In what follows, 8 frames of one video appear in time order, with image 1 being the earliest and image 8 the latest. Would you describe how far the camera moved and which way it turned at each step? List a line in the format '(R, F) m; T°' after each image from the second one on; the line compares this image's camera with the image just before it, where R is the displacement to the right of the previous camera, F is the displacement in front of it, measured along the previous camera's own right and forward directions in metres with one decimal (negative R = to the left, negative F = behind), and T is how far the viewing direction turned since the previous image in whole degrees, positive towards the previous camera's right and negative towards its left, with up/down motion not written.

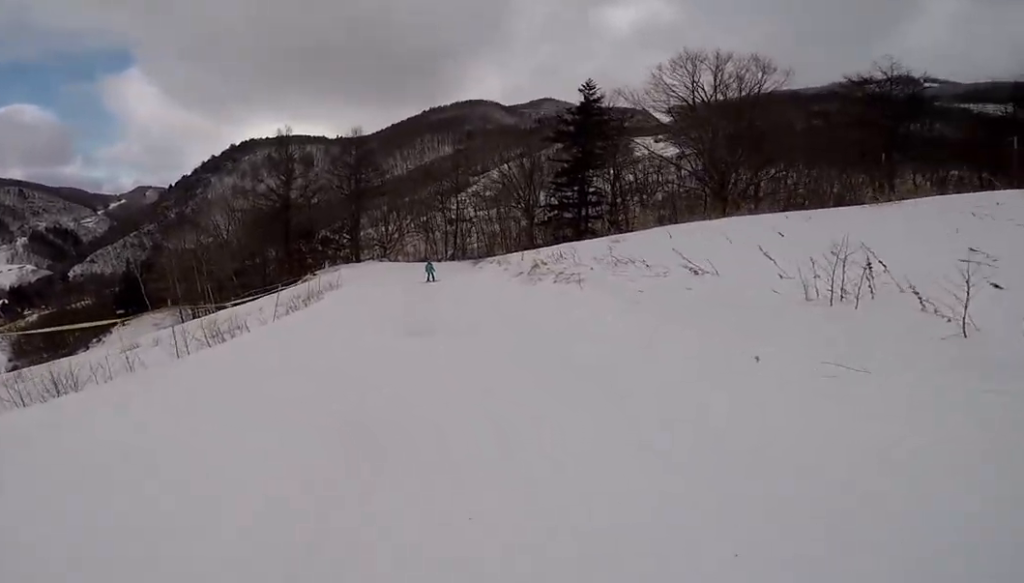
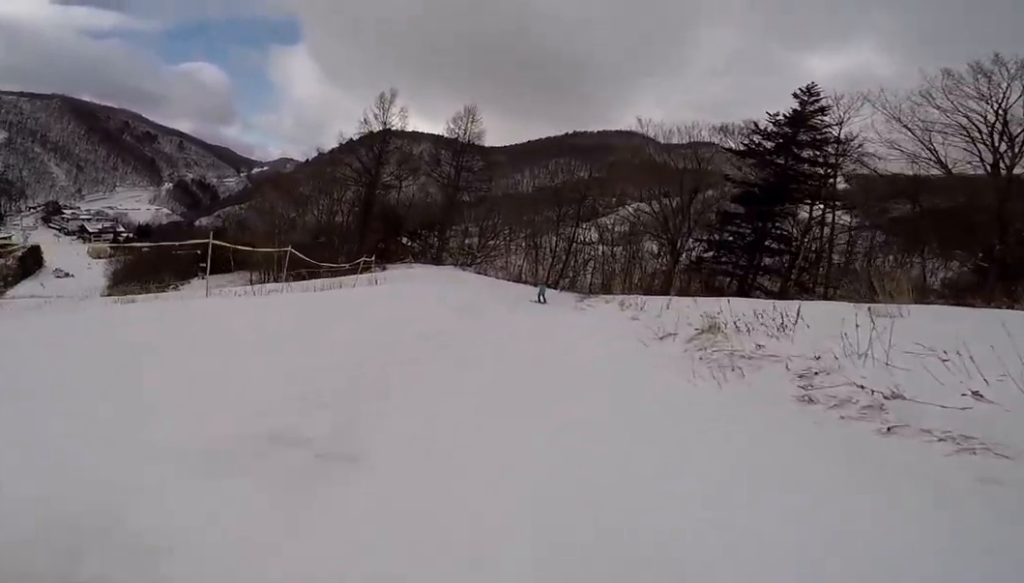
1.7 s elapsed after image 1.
(+1.0, +9.6) m; -1°
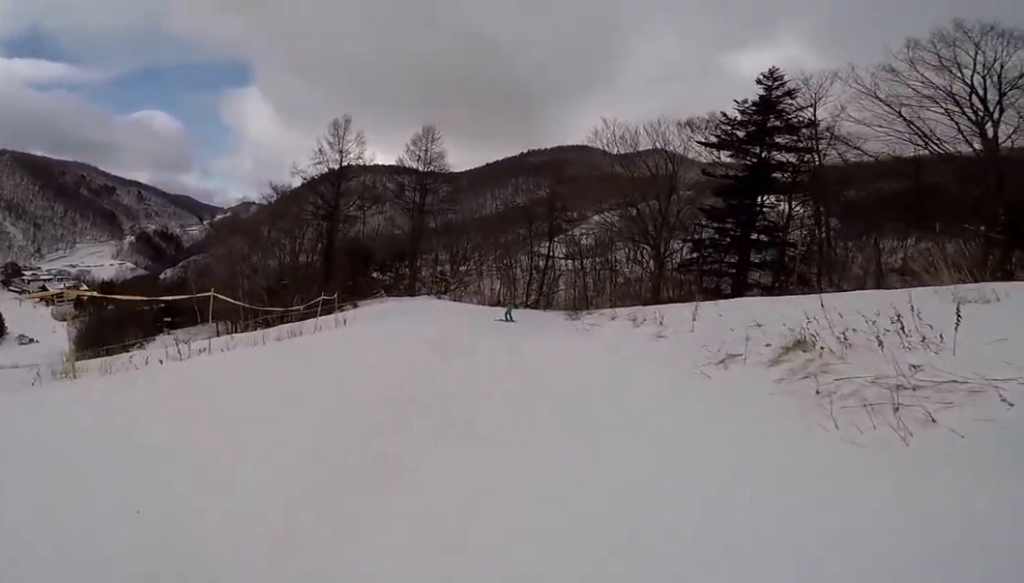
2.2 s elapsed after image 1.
(-0.1, +2.8) m; +2°
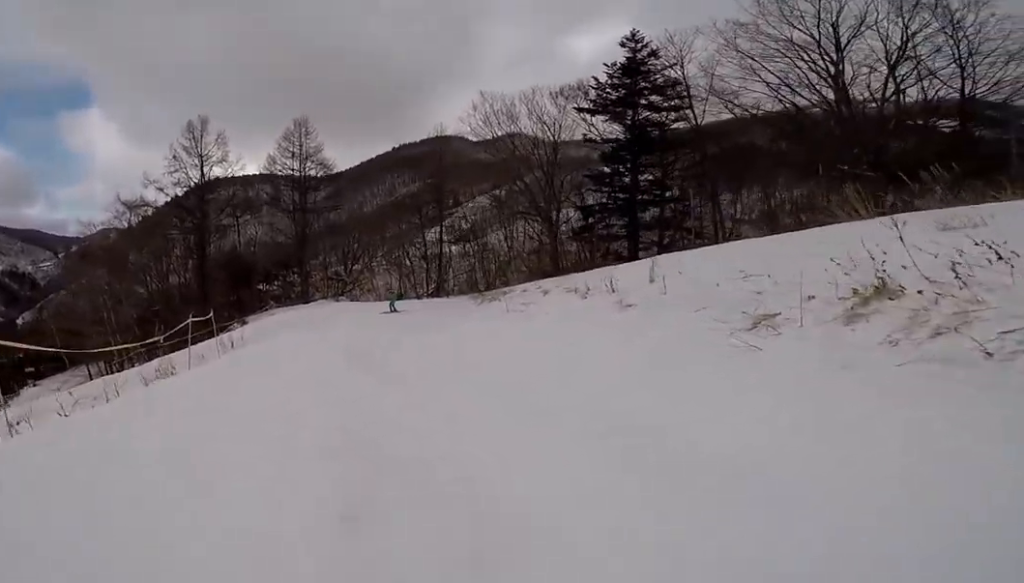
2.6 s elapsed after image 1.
(-0.2, +2.7) m; +3°
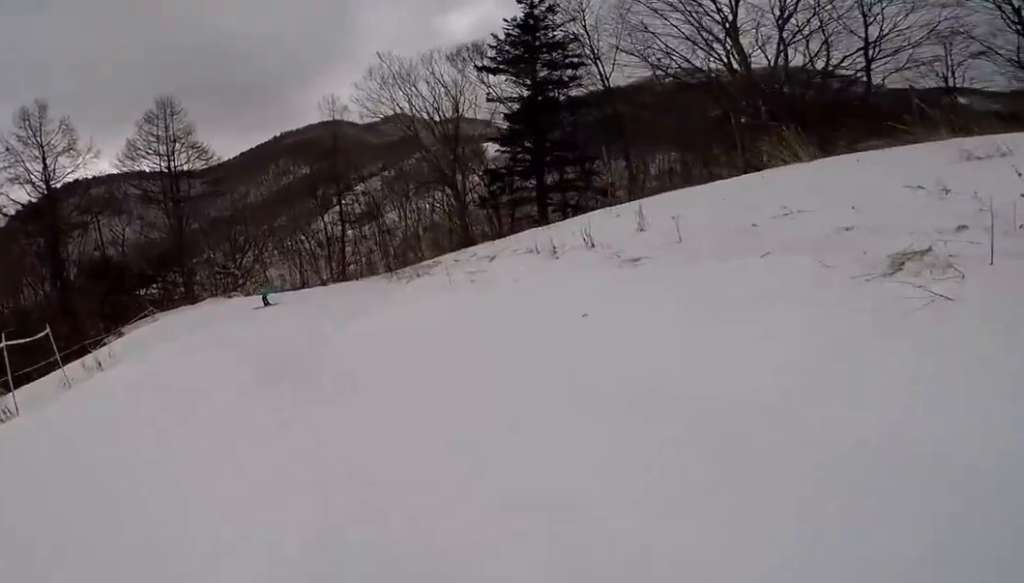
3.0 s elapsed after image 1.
(+0.1, +2.7) m; +2°
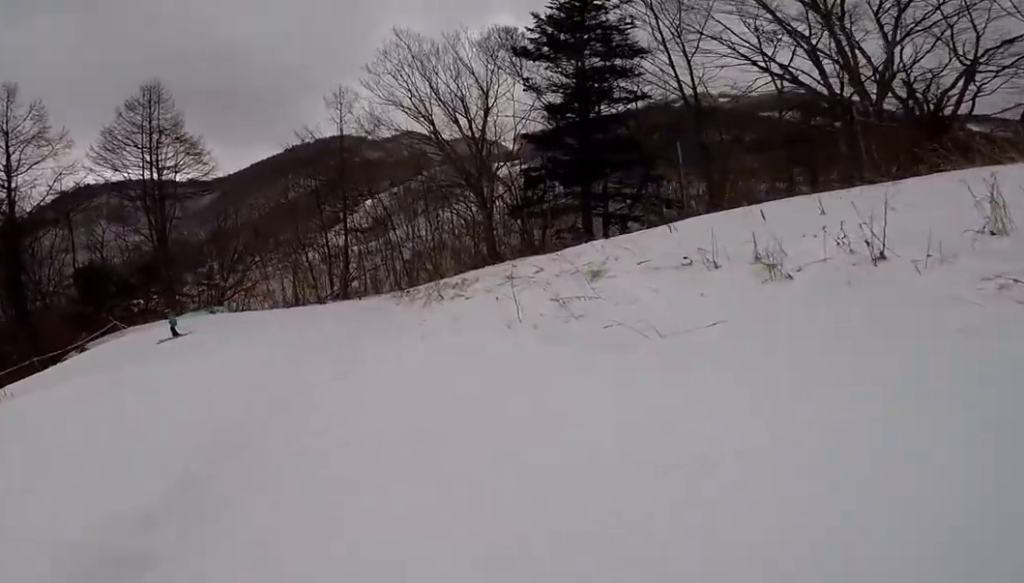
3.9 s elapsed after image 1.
(+0.6, +5.0) m; +2°
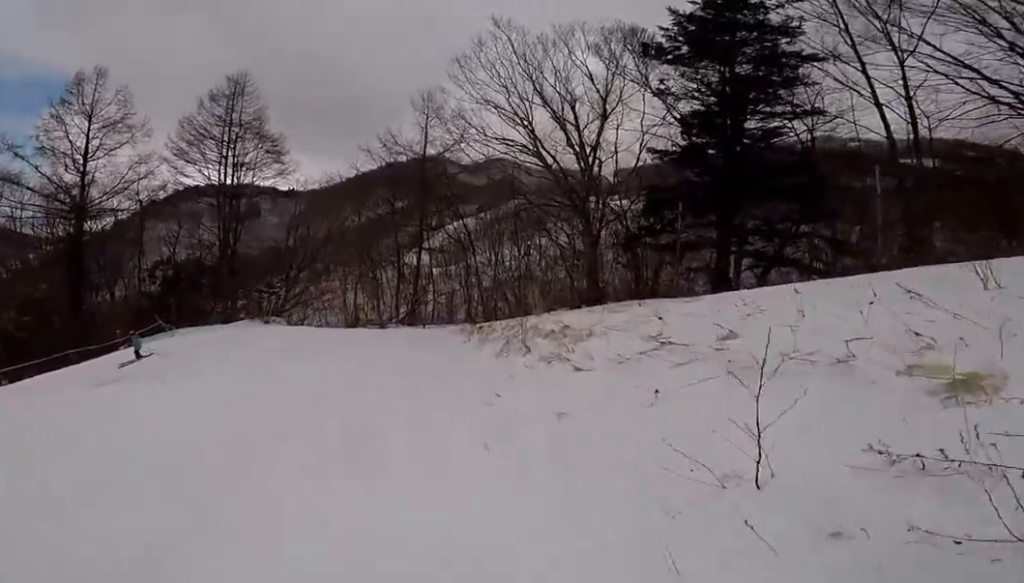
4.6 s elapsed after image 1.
(-0.4, +3.8) m; 0°
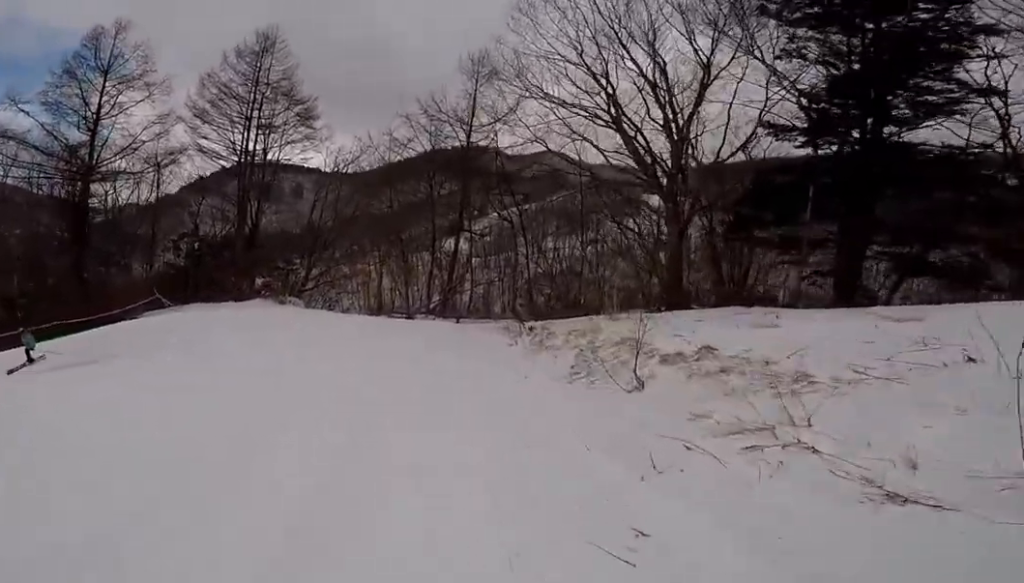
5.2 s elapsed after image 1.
(+0.1, +3.6) m; -4°
